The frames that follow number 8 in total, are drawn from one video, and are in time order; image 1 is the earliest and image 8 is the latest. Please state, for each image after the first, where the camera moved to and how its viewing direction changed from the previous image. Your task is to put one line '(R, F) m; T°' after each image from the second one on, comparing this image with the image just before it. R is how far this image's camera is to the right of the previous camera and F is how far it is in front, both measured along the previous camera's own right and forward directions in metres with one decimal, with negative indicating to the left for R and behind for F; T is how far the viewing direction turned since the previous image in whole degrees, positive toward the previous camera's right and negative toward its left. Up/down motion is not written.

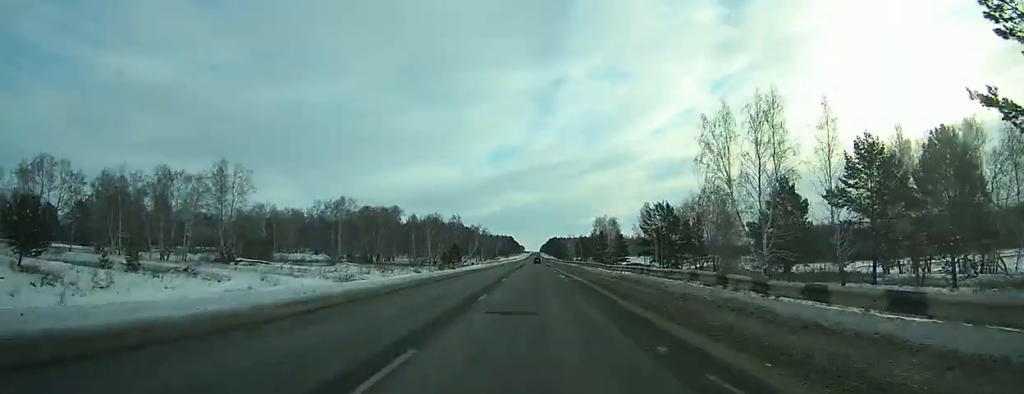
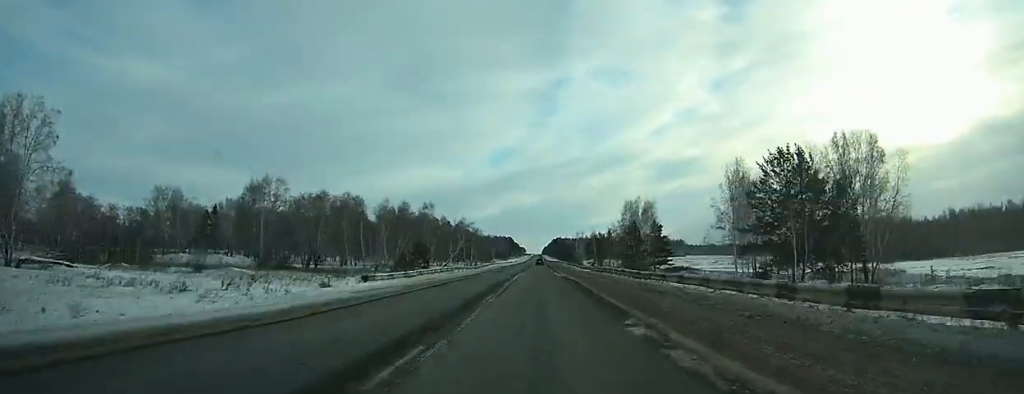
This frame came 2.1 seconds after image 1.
(0.0, +61.3) m; 0°
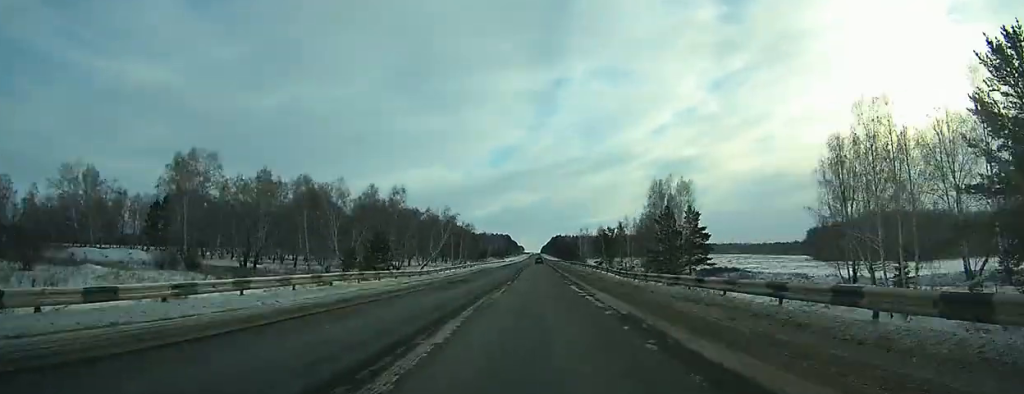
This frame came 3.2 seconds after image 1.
(0.0, +33.5) m; 0°
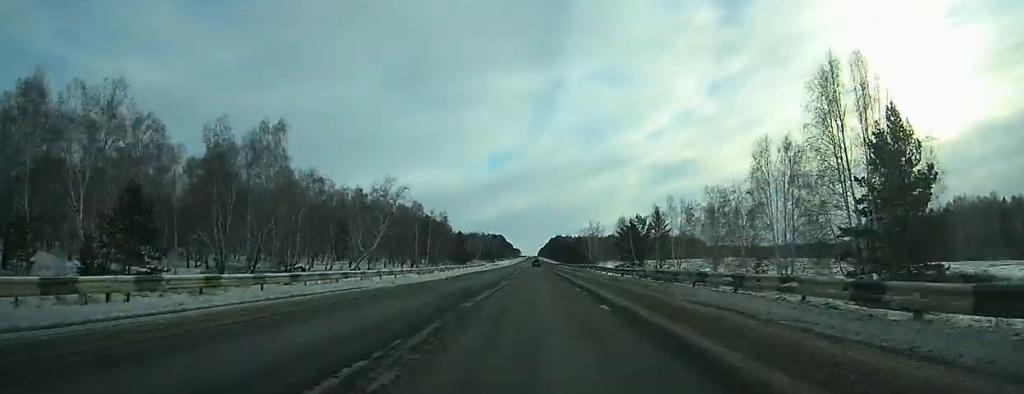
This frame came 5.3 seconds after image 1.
(+0.1, +61.1) m; 0°
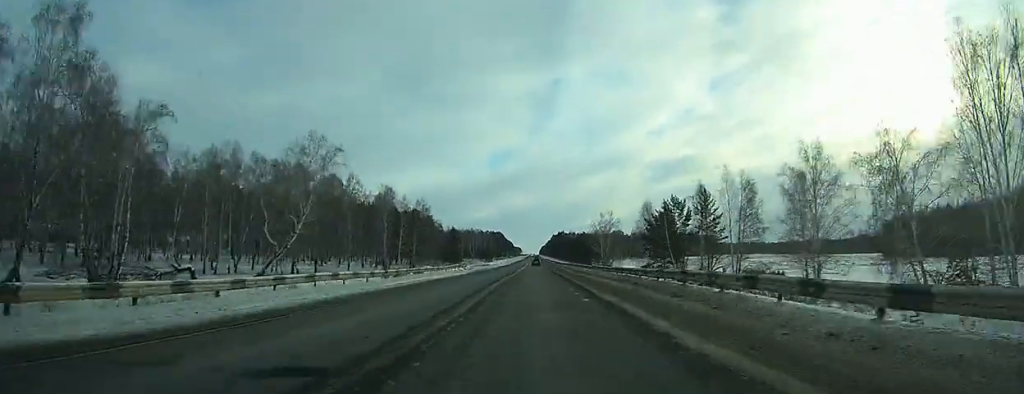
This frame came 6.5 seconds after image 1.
(0.0, +33.3) m; 0°
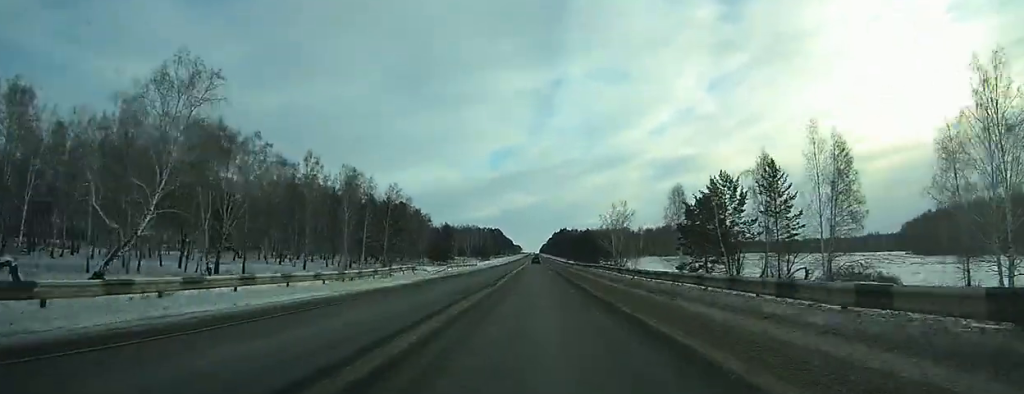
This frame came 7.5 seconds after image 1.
(0.0, +26.0) m; 0°
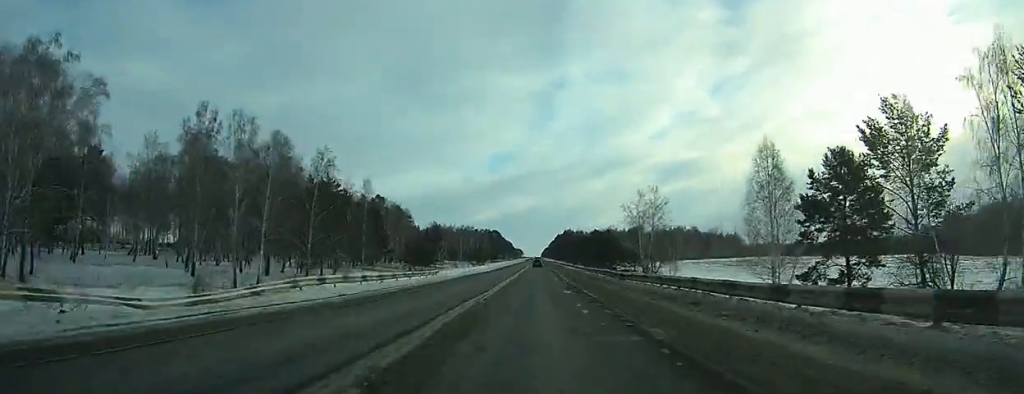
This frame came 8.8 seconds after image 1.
(0.0, +37.0) m; 0°
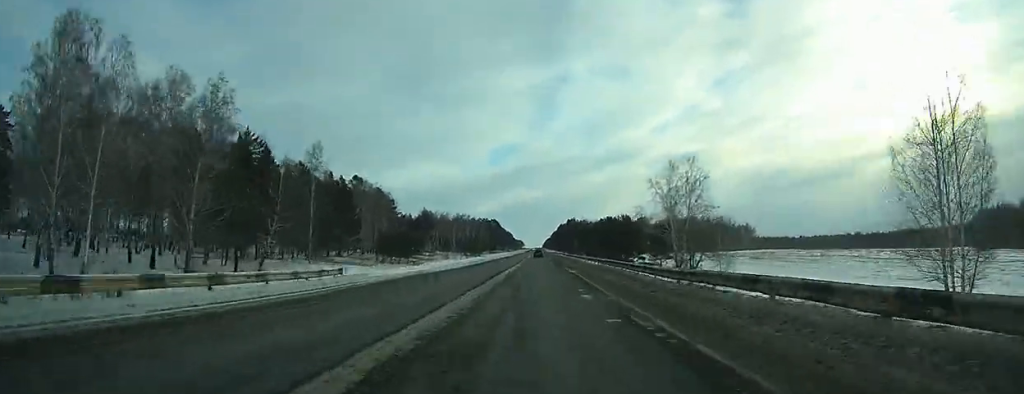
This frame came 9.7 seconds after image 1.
(-0.1, +27.5) m; 0°
